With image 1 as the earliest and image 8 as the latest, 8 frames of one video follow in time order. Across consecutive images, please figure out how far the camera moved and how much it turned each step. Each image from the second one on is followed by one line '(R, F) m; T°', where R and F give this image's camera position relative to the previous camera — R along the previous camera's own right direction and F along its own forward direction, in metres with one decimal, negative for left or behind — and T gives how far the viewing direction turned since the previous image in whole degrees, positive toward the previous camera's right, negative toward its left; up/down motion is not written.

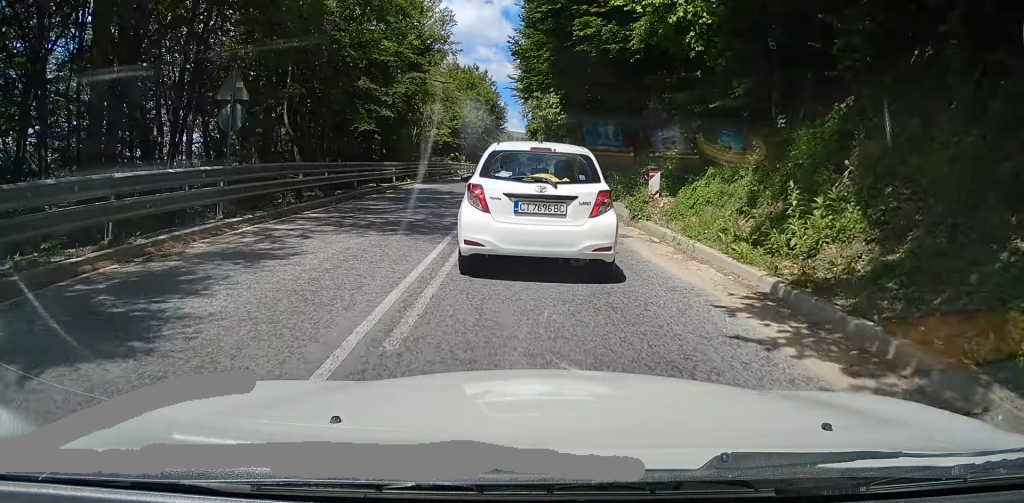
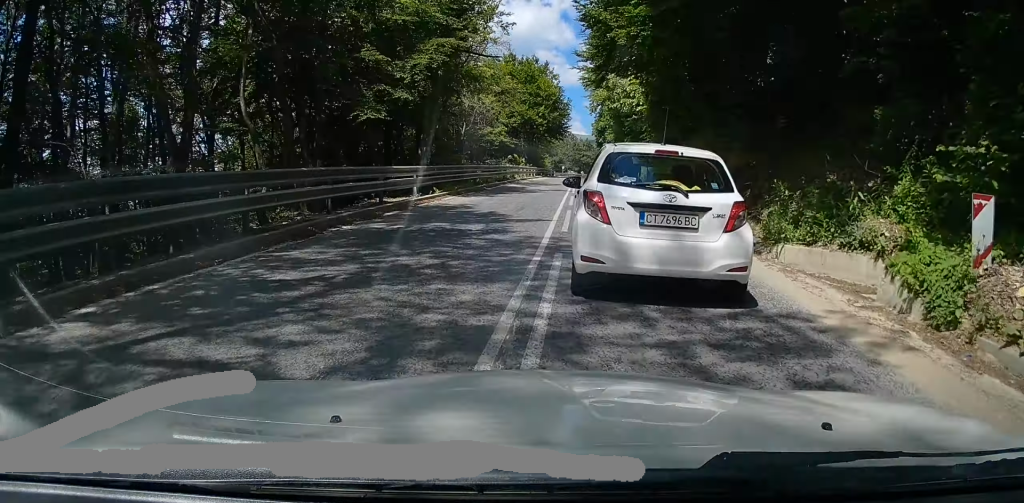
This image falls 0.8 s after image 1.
(-1.1, +9.9) m; -5°
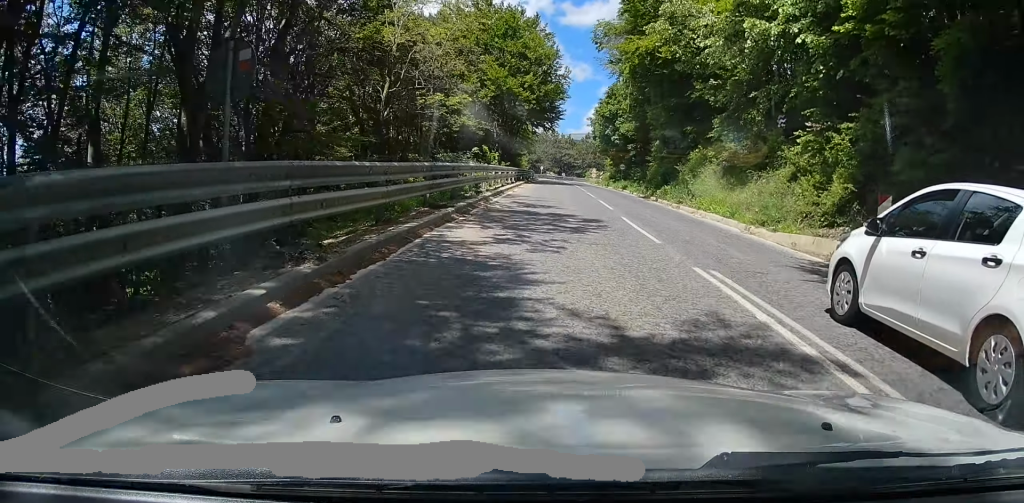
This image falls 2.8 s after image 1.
(-1.6, +26.8) m; -4°
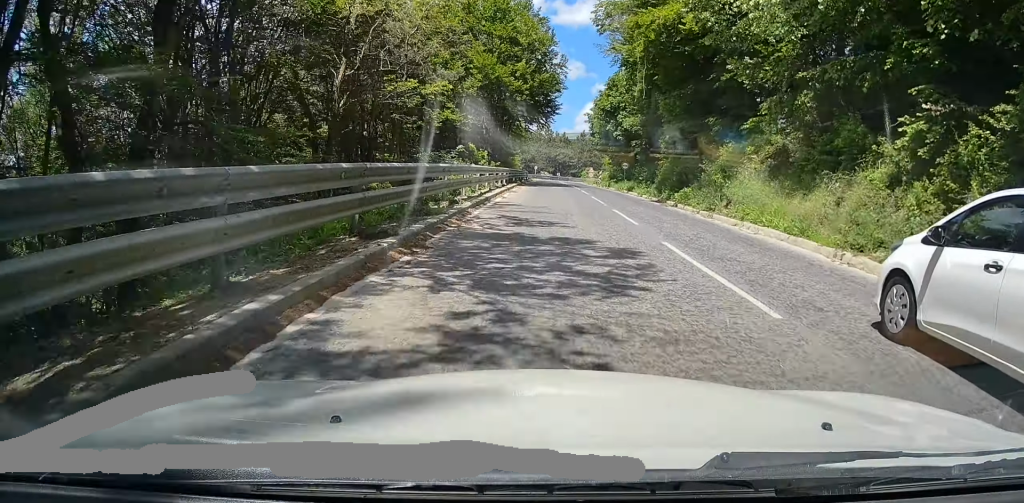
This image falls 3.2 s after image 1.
(+0.1, +6.0) m; +1°
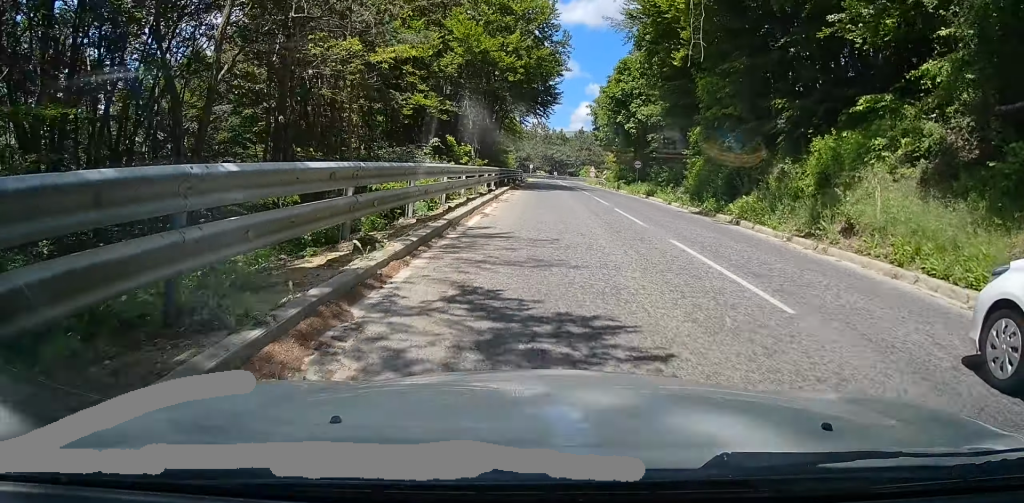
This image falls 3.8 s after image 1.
(+0.2, +9.2) m; +3°
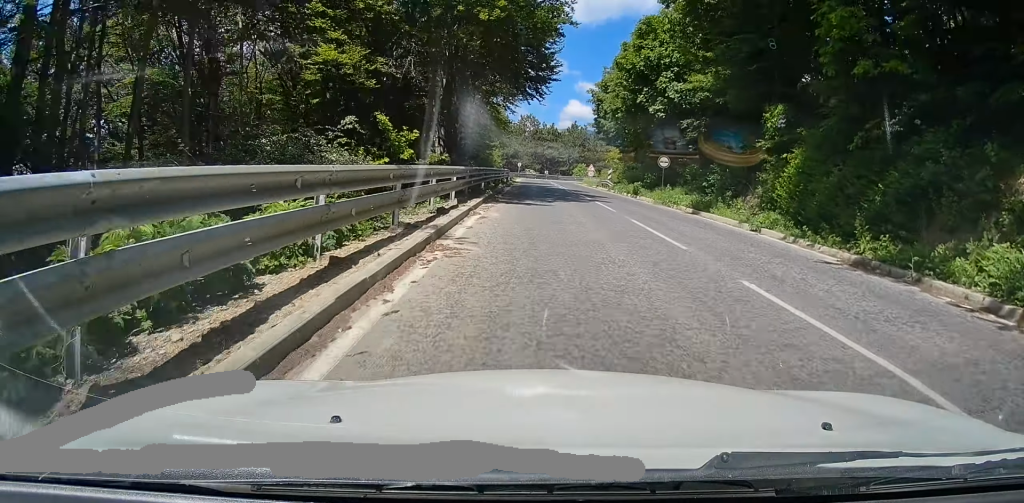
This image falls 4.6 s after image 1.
(+0.4, +13.6) m; +1°
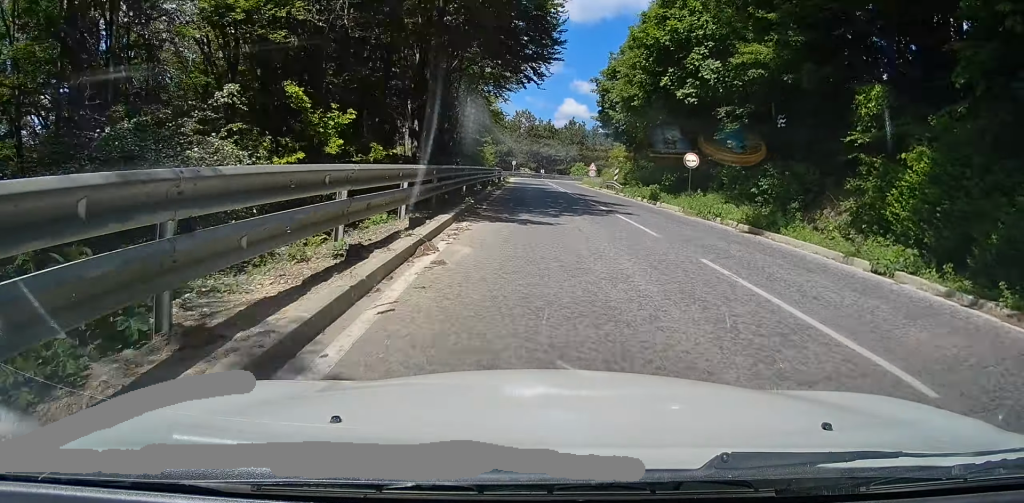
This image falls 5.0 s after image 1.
(+0.1, +7.3) m; 0°
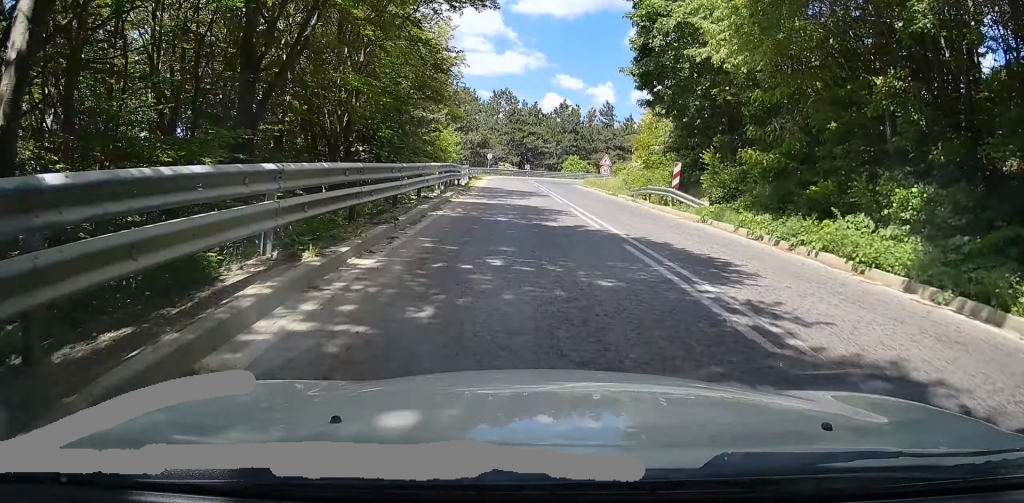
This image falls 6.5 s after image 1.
(+0.8, +26.1) m; +4°
